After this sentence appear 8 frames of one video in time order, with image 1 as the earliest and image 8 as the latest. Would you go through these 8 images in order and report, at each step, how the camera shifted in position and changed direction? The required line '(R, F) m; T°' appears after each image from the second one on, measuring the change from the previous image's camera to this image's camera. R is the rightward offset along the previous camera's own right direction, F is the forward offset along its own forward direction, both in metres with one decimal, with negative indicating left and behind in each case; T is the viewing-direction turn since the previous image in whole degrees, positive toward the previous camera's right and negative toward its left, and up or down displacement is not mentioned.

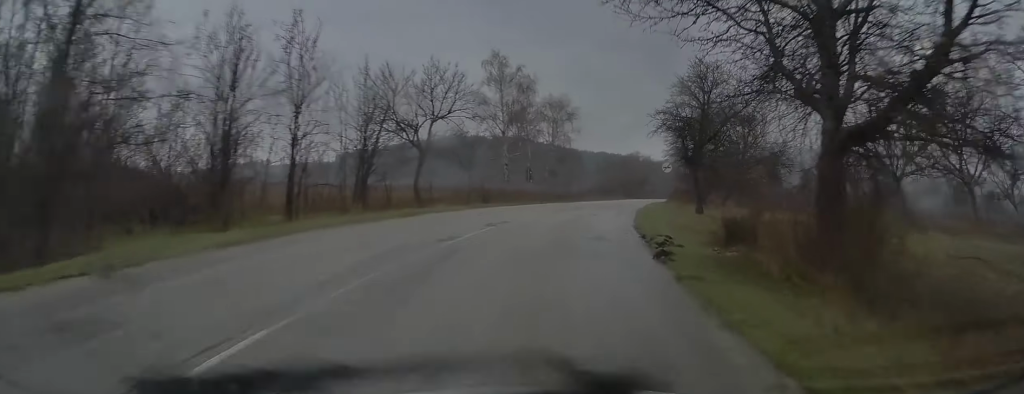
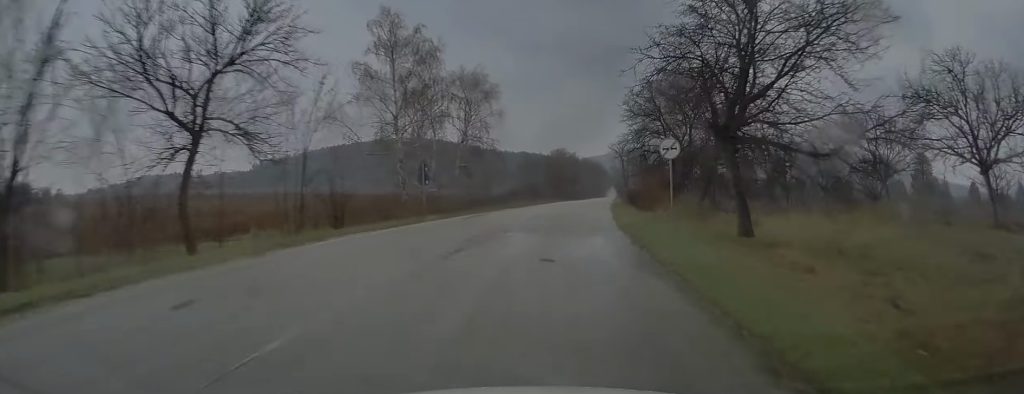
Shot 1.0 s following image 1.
(+0.9, +16.5) m; +6°
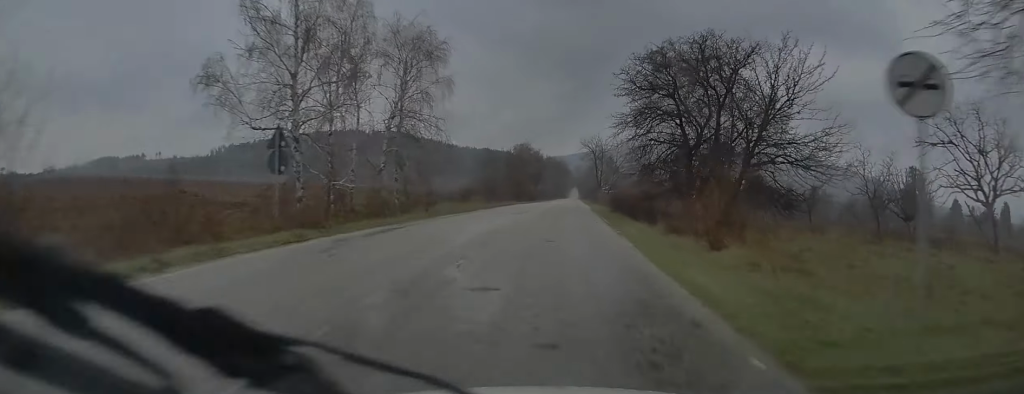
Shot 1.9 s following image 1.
(+0.6, +13.5) m; +5°
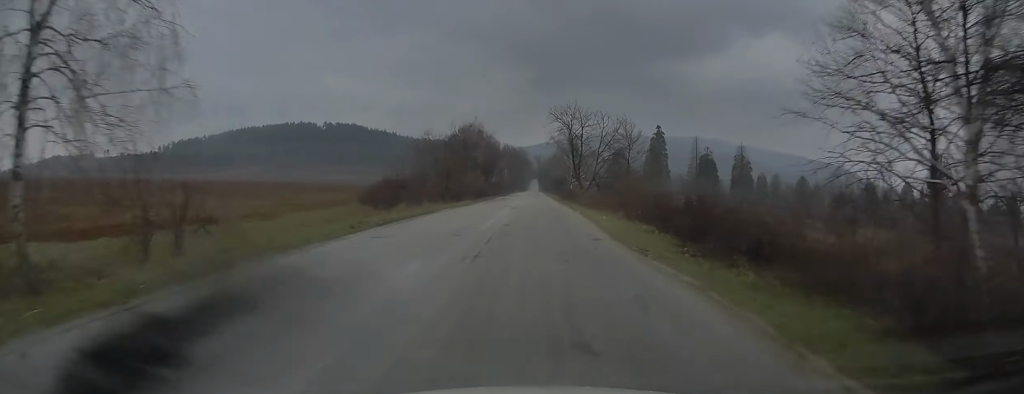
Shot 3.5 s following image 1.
(+1.6, +26.7) m; +6°
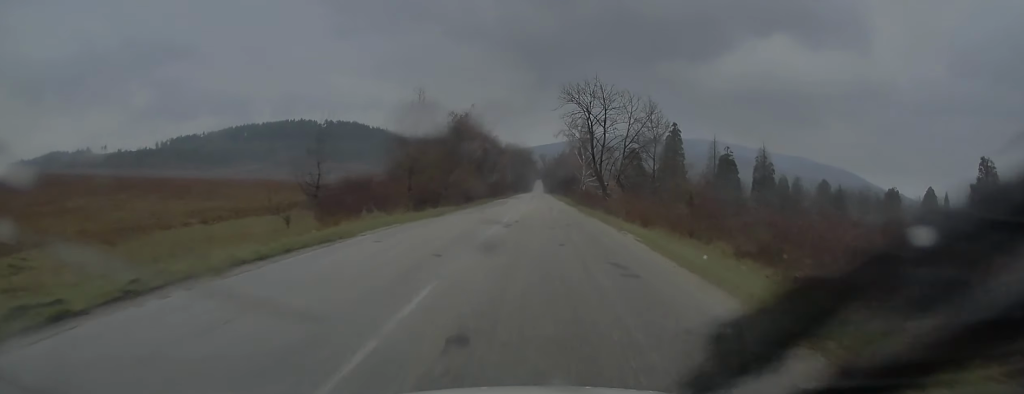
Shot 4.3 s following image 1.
(+0.5, +14.1) m; +1°
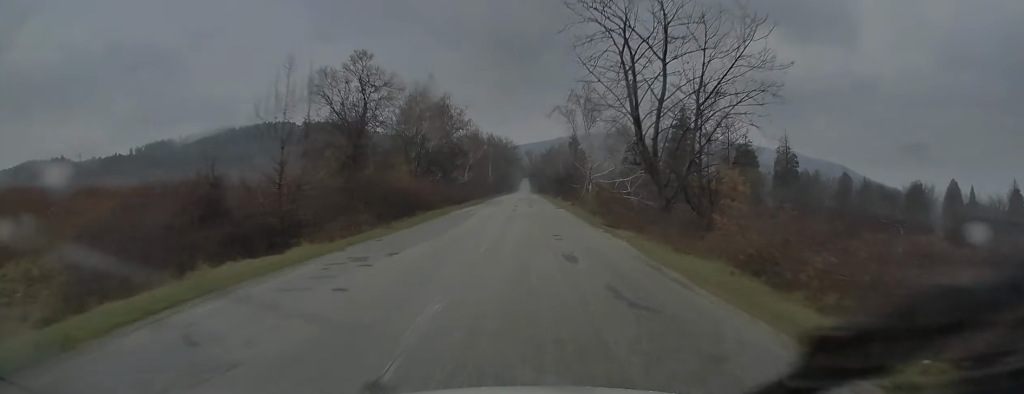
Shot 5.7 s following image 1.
(-0.2, +24.5) m; 0°
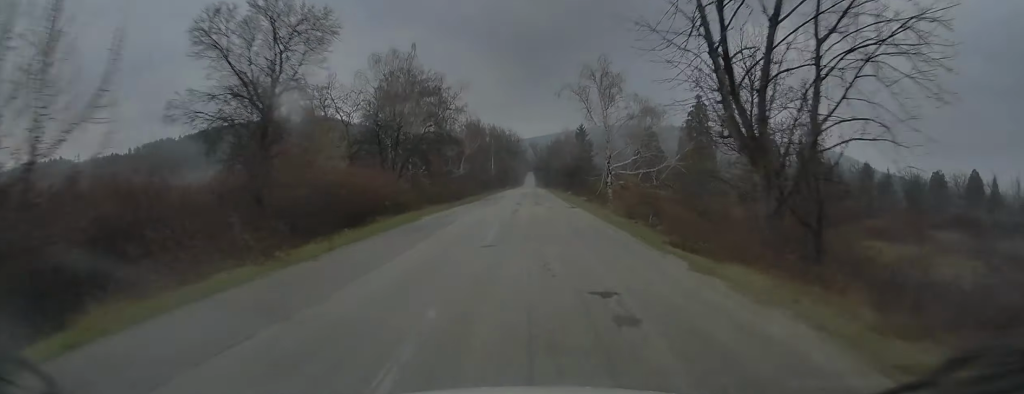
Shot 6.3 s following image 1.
(0.0, +10.4) m; +1°
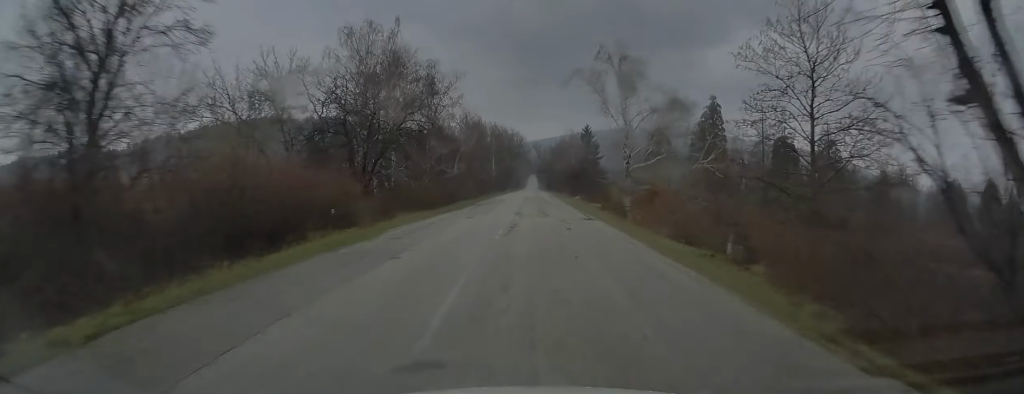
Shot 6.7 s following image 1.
(+0.1, +8.0) m; 0°
